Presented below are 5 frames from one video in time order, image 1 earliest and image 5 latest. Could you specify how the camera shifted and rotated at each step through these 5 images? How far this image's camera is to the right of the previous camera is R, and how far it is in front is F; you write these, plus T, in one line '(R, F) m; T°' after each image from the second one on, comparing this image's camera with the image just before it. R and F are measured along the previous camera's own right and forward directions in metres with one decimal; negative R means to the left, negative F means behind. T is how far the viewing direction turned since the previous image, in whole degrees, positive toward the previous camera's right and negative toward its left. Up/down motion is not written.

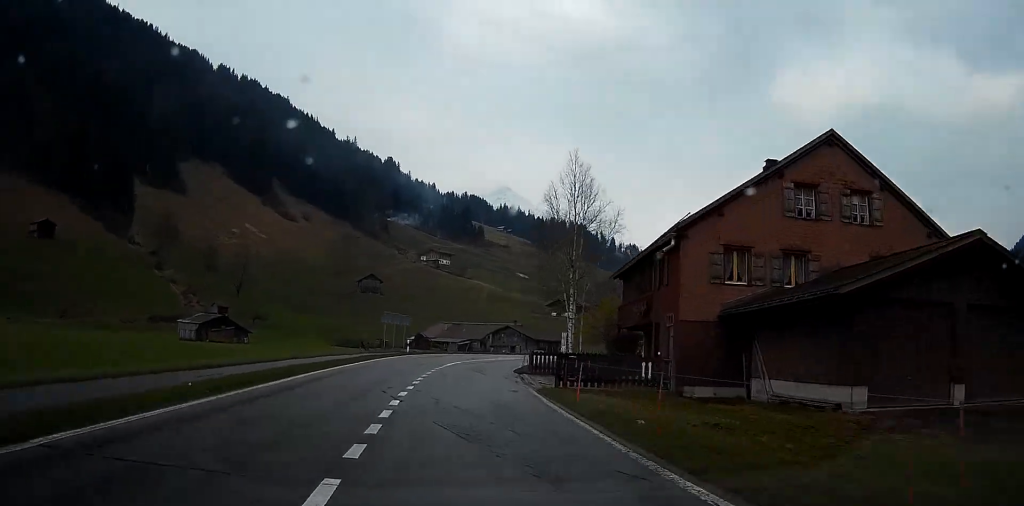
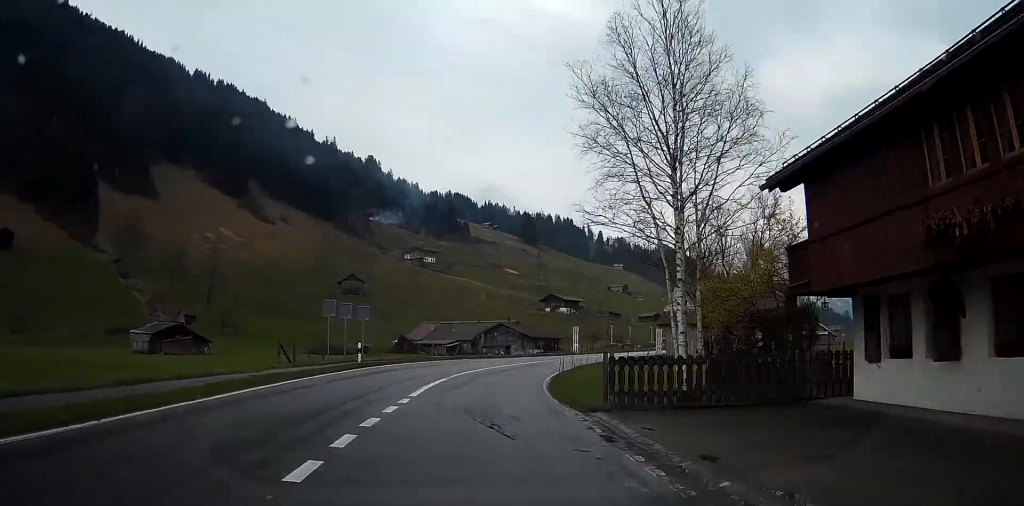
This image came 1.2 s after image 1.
(+0.1, +20.2) m; +1°
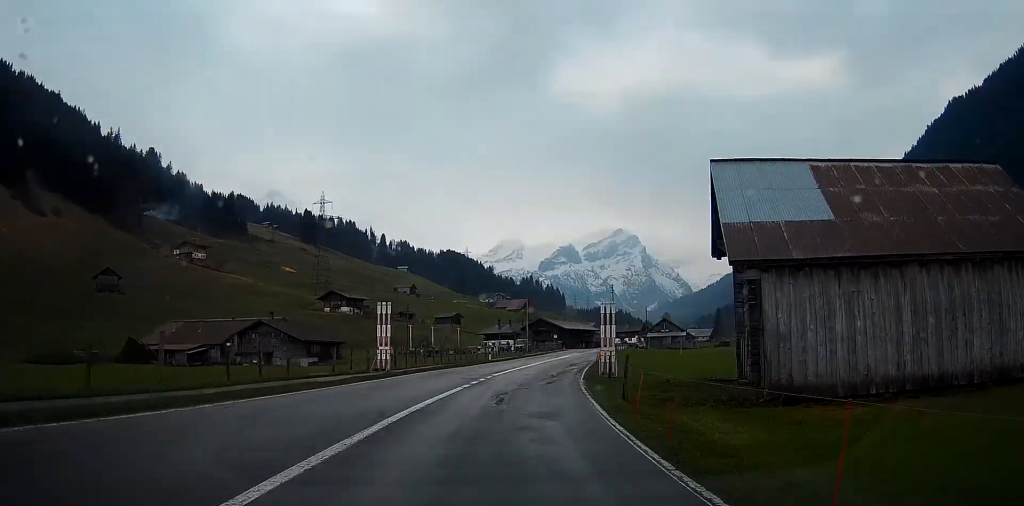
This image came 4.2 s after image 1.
(+5.8, +51.0) m; +17°
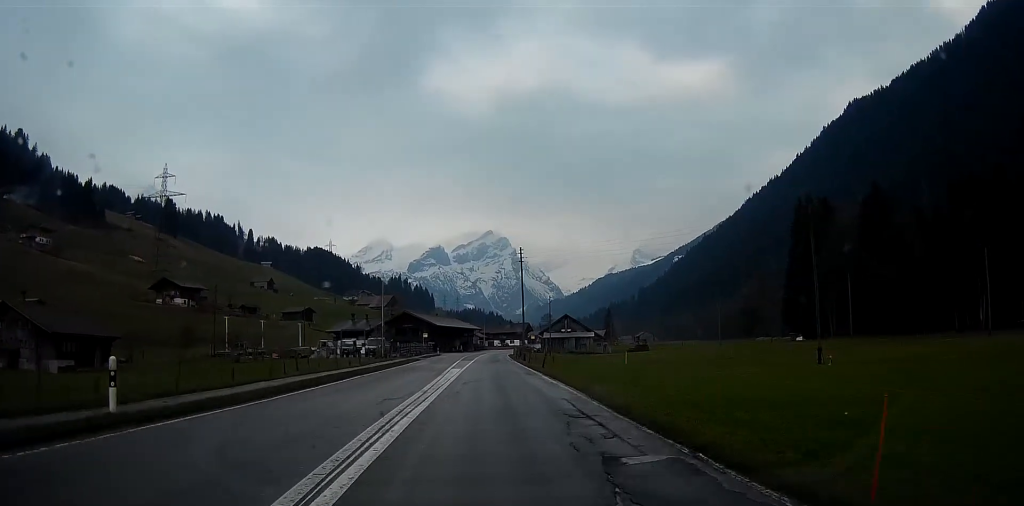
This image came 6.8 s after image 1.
(+6.1, +44.1) m; +12°
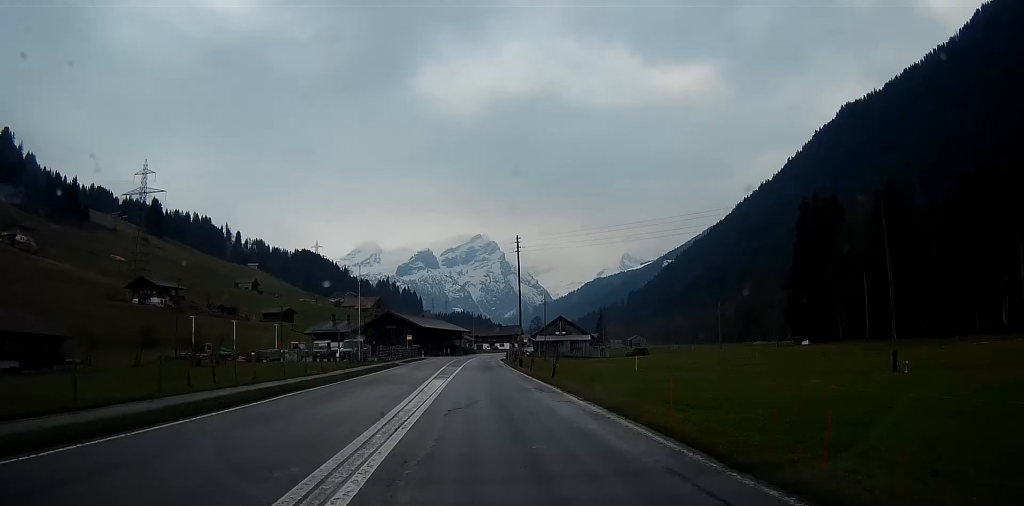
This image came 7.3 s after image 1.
(+0.2, +9.8) m; +1°
